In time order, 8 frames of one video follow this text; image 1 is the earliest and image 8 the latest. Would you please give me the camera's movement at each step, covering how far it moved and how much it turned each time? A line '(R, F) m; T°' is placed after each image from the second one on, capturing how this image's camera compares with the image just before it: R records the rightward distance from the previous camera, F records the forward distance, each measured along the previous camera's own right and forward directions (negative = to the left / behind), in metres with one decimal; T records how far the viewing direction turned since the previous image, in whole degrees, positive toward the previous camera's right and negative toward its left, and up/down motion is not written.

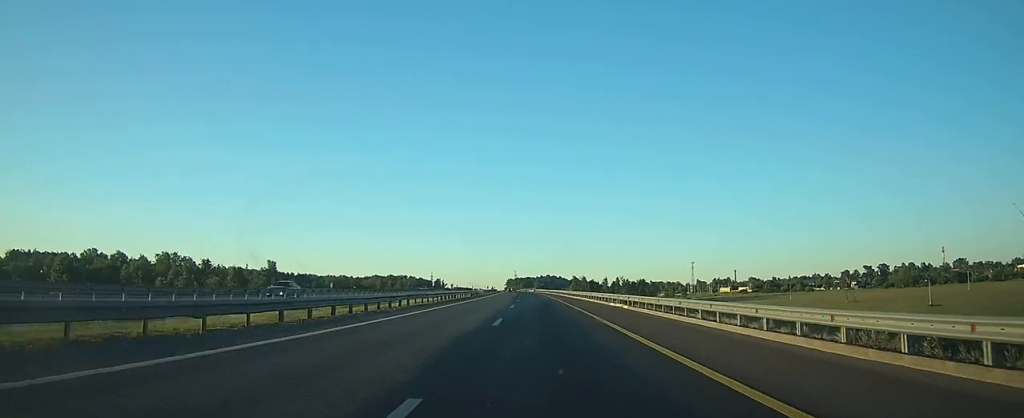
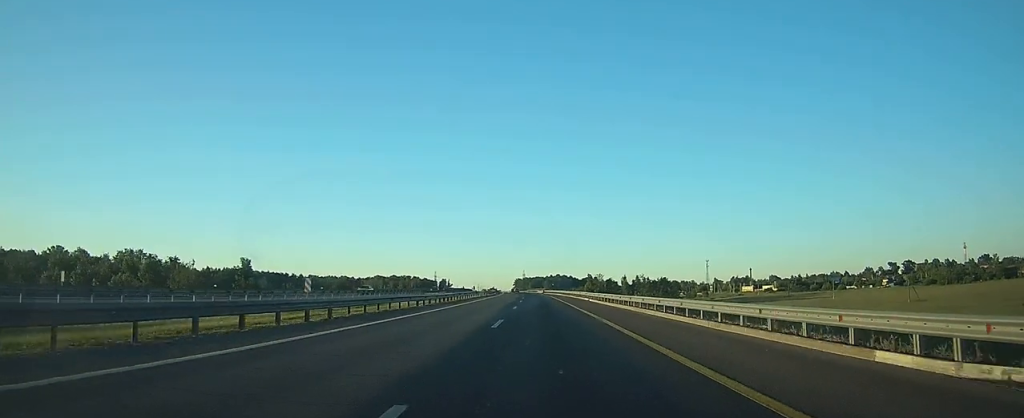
(-0.1, +32.0) m; -1°
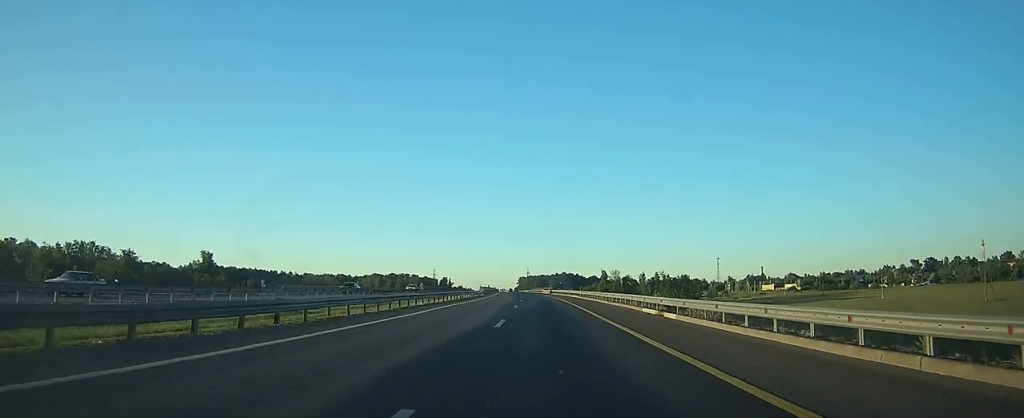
(-0.2, +31.9) m; -1°
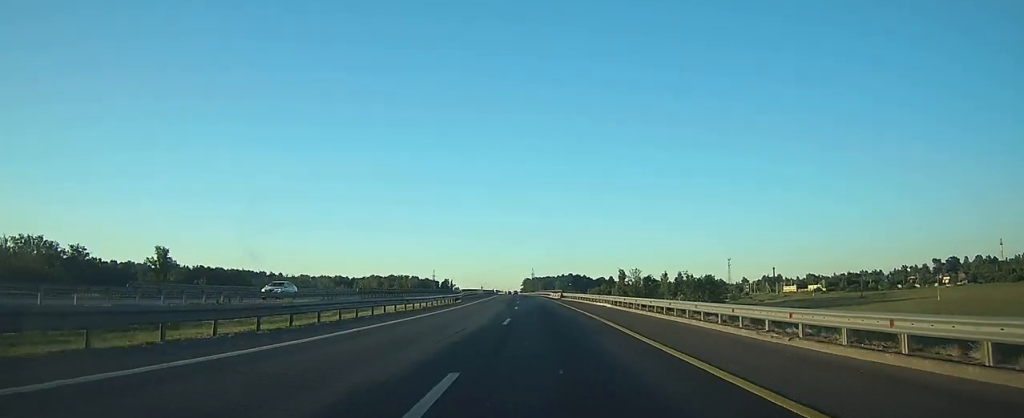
(-0.2, +28.8) m; -1°
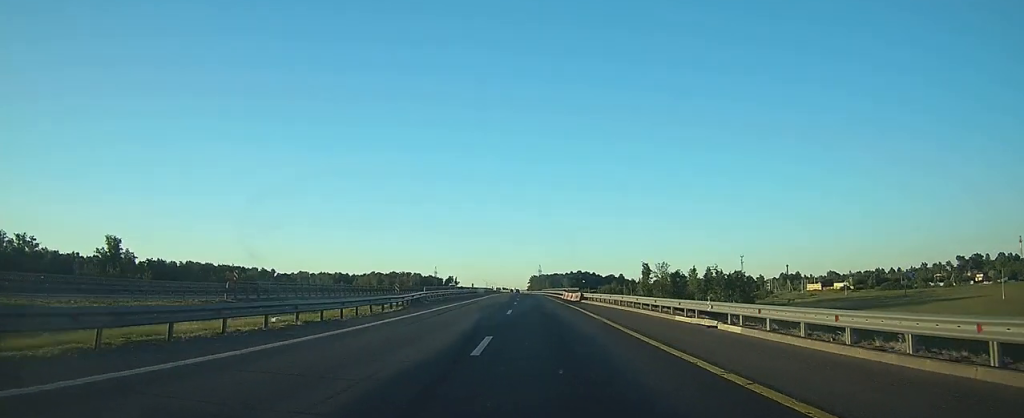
(-0.1, +25.7) m; -1°
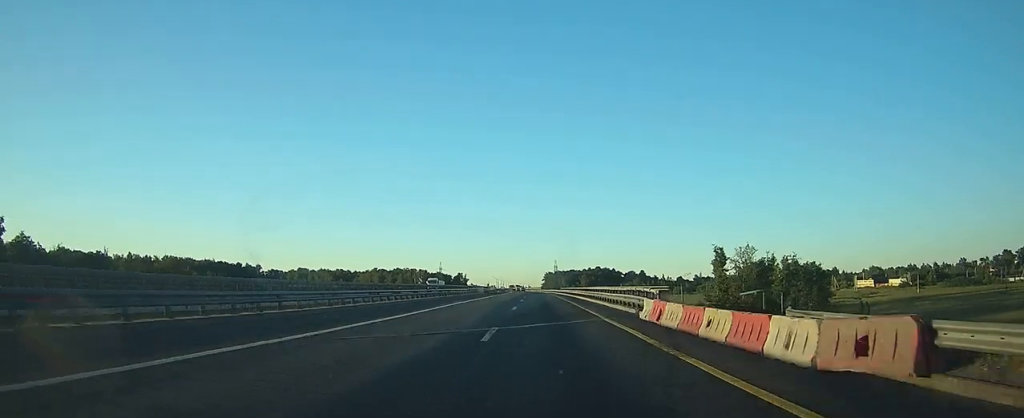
(-0.4, +45.2) m; -1°
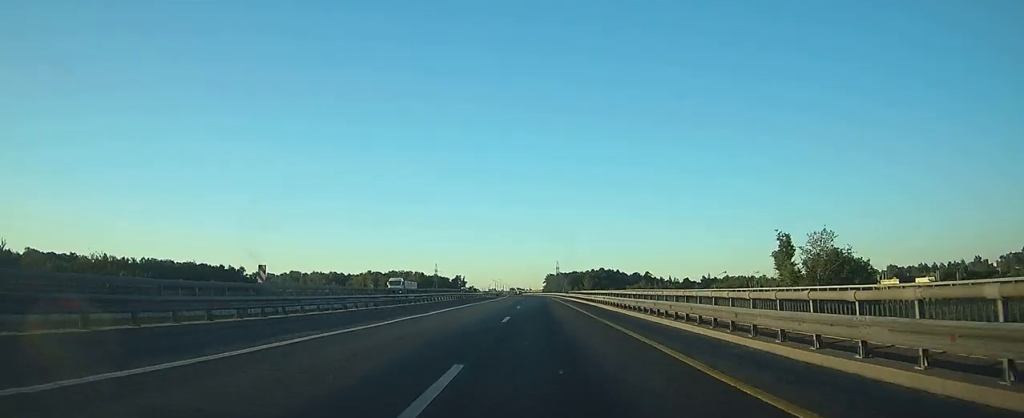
(-0.2, +23.6) m; -1°
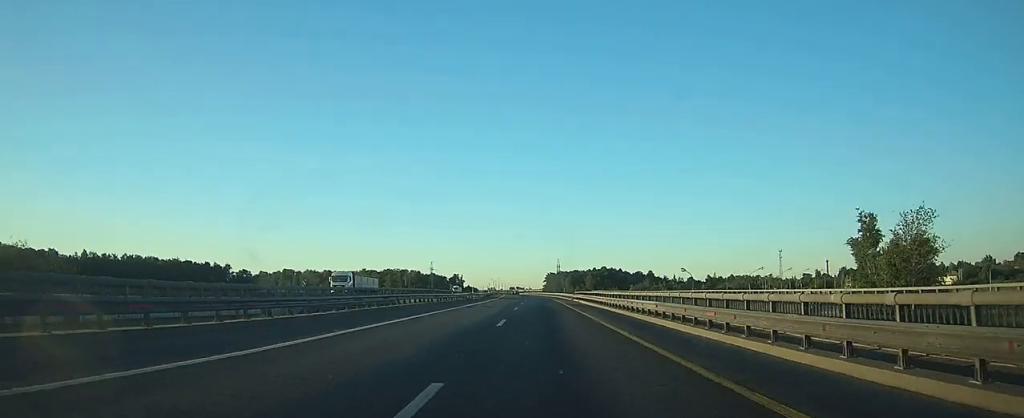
(-0.1, +17.5) m; 0°
